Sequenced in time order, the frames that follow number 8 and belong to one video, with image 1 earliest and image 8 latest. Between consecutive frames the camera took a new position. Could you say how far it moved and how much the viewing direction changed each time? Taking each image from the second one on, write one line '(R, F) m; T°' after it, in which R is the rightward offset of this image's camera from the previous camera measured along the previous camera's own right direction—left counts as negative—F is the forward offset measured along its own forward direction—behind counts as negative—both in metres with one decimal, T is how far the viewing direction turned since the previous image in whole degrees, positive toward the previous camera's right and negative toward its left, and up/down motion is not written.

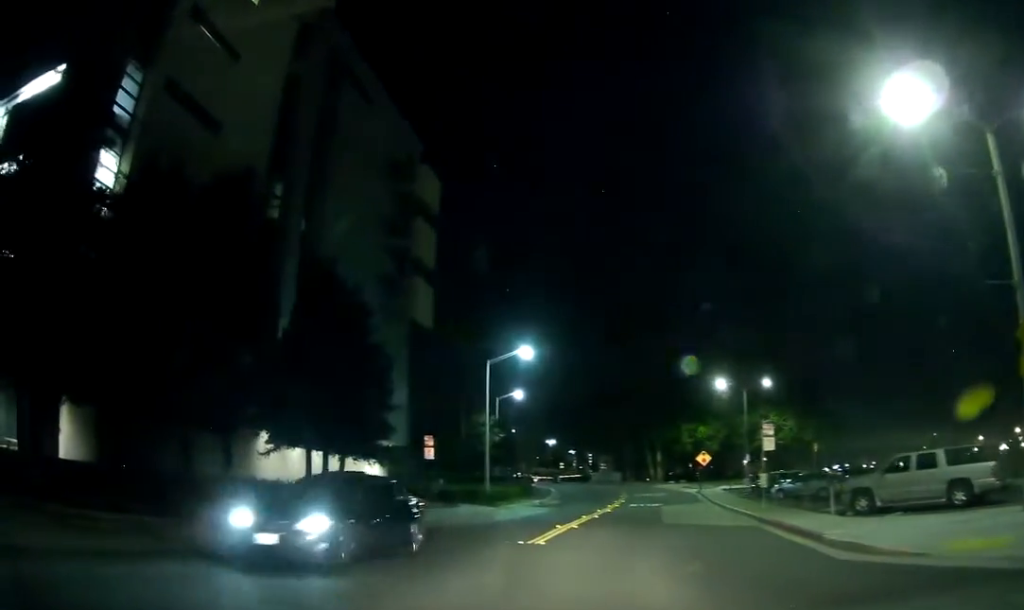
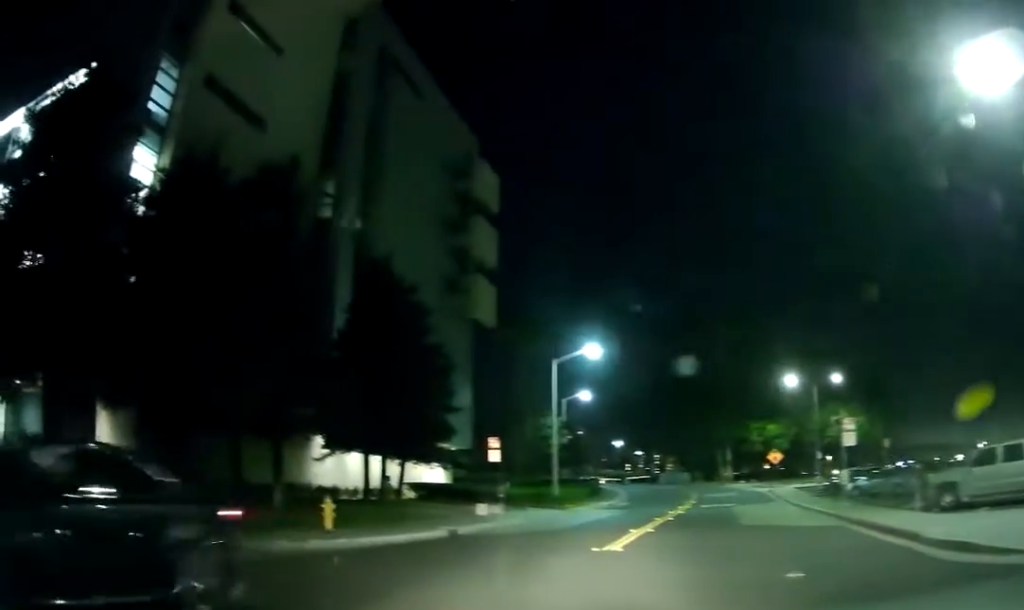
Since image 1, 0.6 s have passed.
(-0.3, +1.1) m; +4°
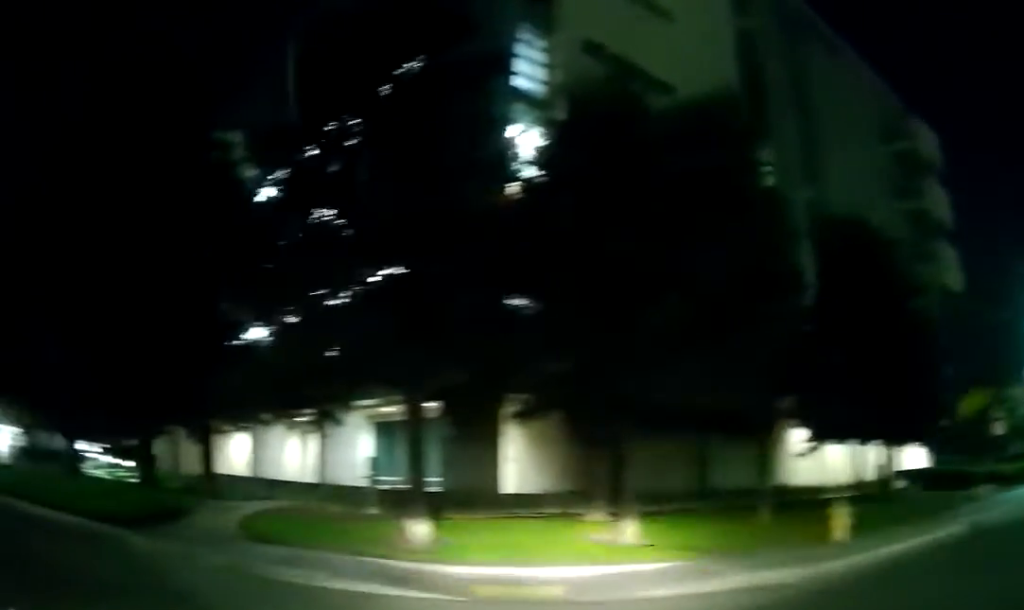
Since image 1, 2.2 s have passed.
(-0.7, +3.6) m; -40°
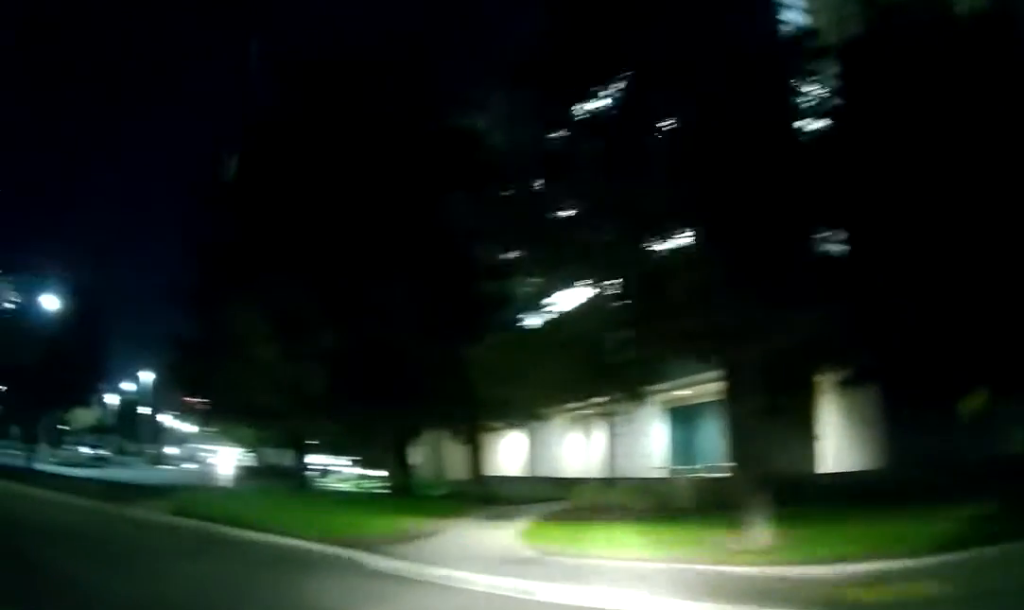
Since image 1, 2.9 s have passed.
(-0.5, +2.3) m; -21°
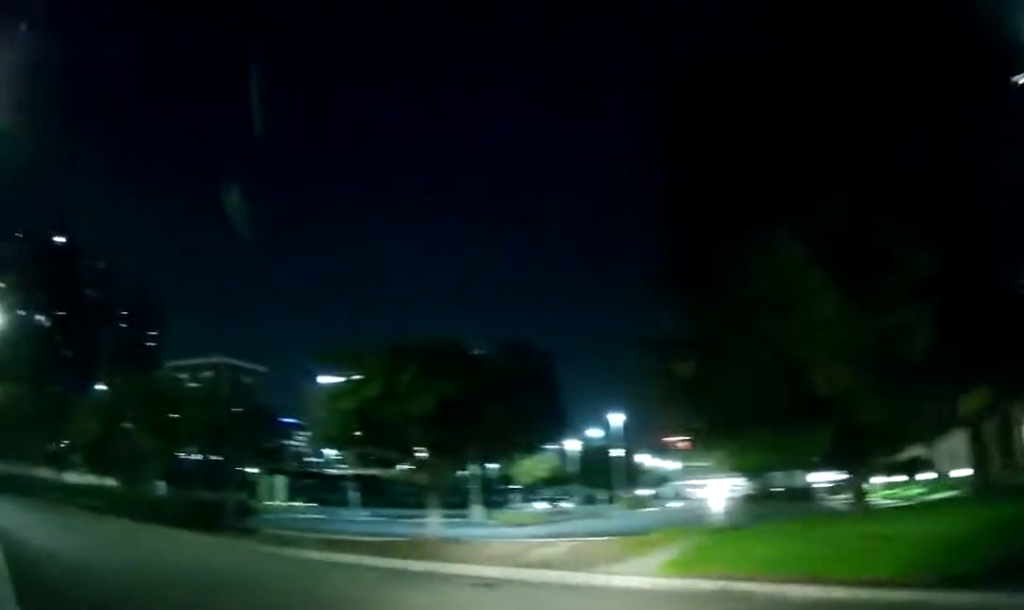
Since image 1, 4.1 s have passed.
(-1.2, +4.8) m; -28°
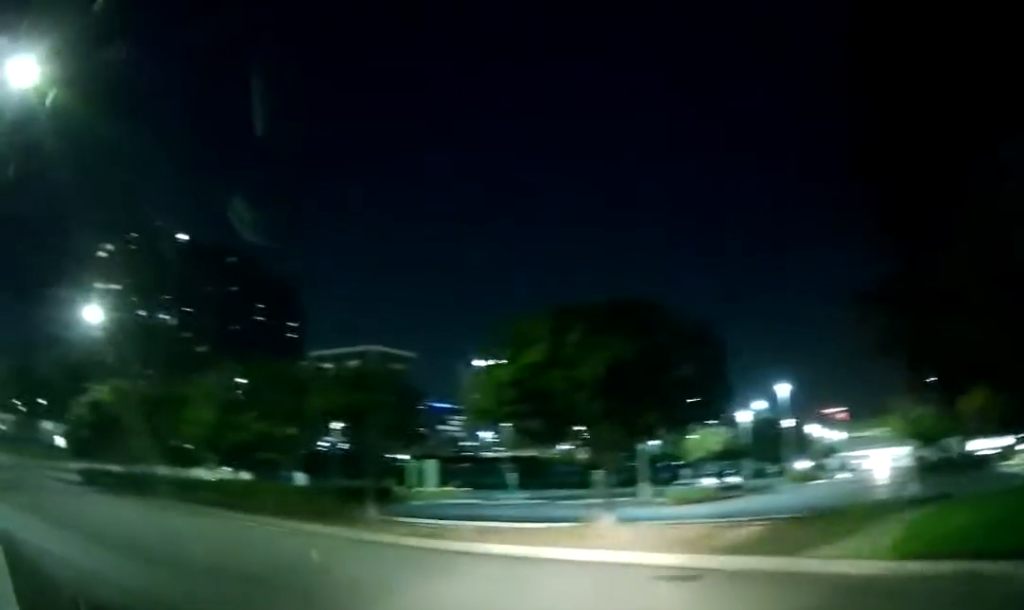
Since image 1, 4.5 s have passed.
(-0.2, +1.9) m; -9°
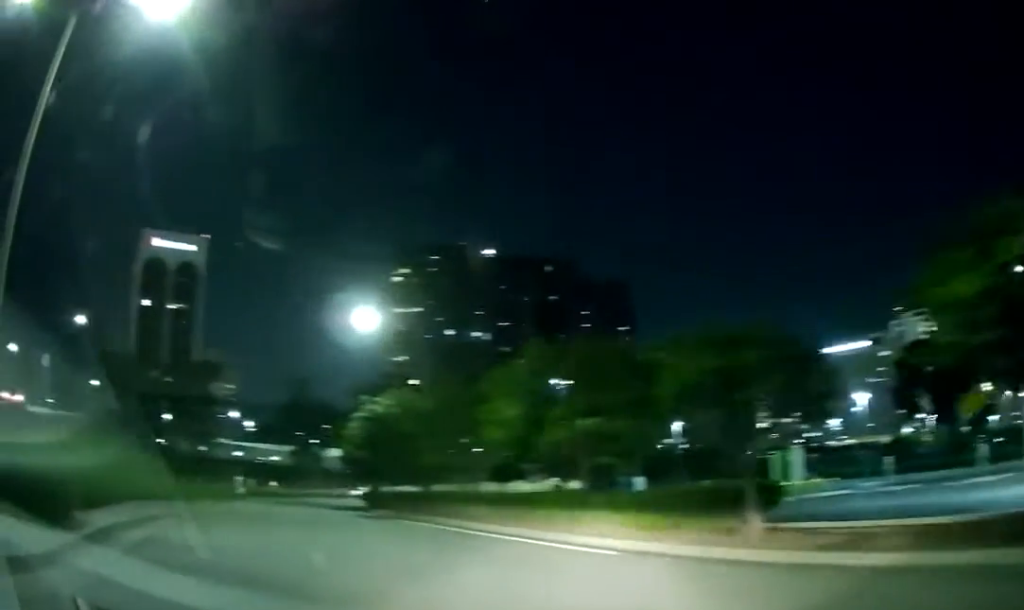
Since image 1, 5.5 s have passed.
(-0.5, +4.9) m; -28°
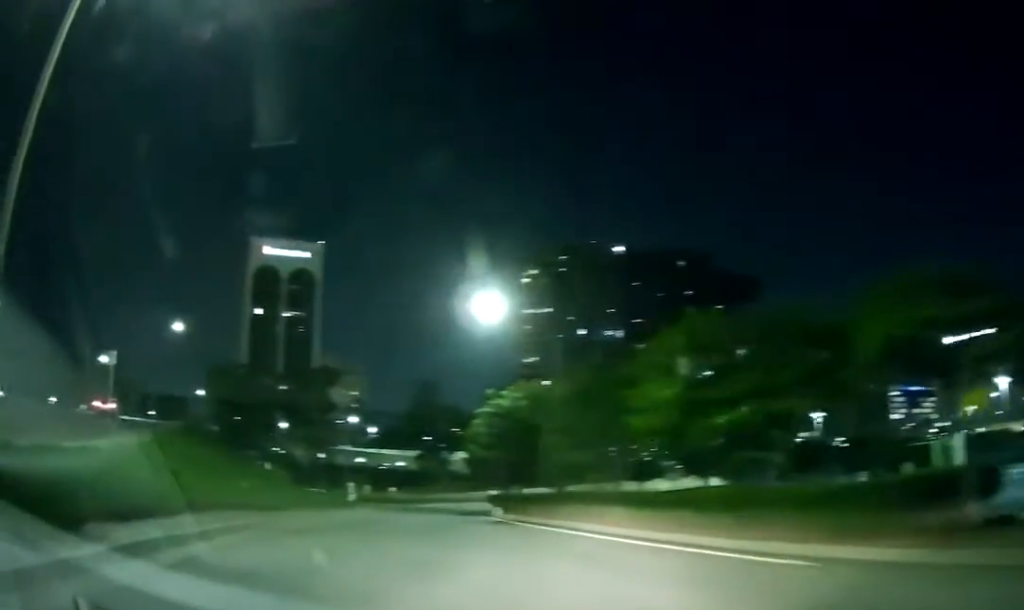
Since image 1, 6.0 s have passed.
(-0.6, +2.6) m; -8°
